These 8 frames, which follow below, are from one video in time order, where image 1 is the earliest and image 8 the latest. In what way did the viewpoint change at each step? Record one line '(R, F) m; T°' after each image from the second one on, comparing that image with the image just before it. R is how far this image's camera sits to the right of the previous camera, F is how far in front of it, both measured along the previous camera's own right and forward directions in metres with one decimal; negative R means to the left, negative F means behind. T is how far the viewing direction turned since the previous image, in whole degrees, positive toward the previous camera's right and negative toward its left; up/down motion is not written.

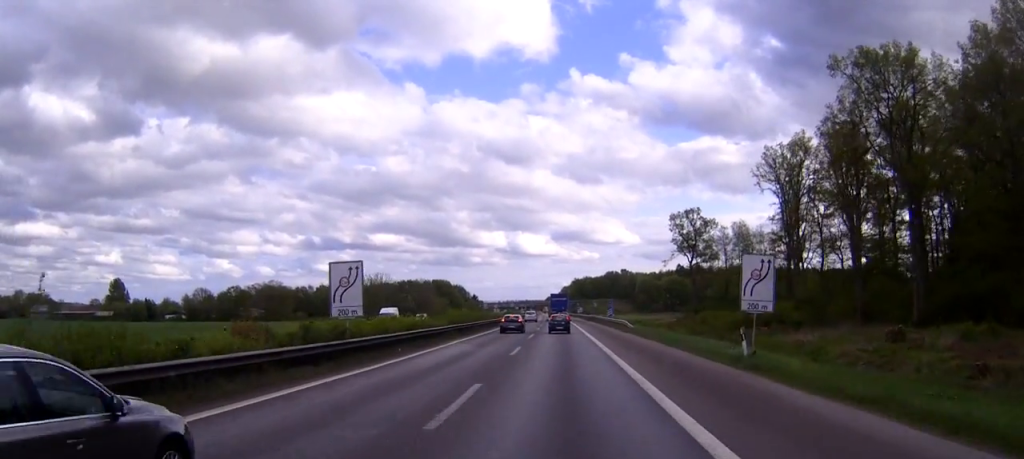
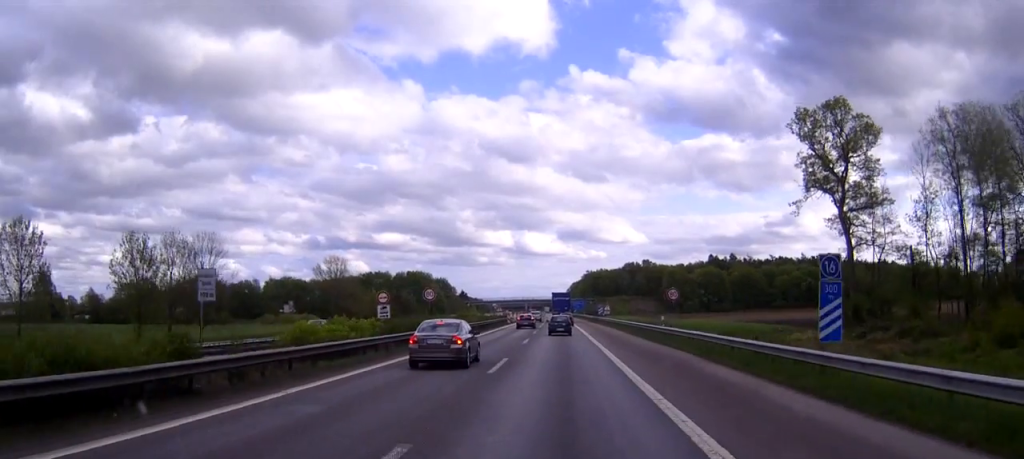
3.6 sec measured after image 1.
(-0.4, +80.0) m; -1°
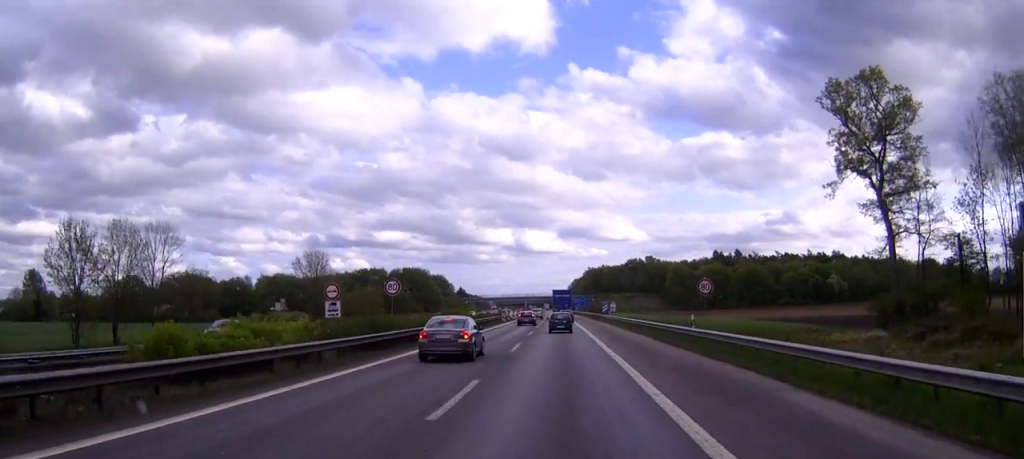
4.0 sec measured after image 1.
(0.0, +9.5) m; 0°
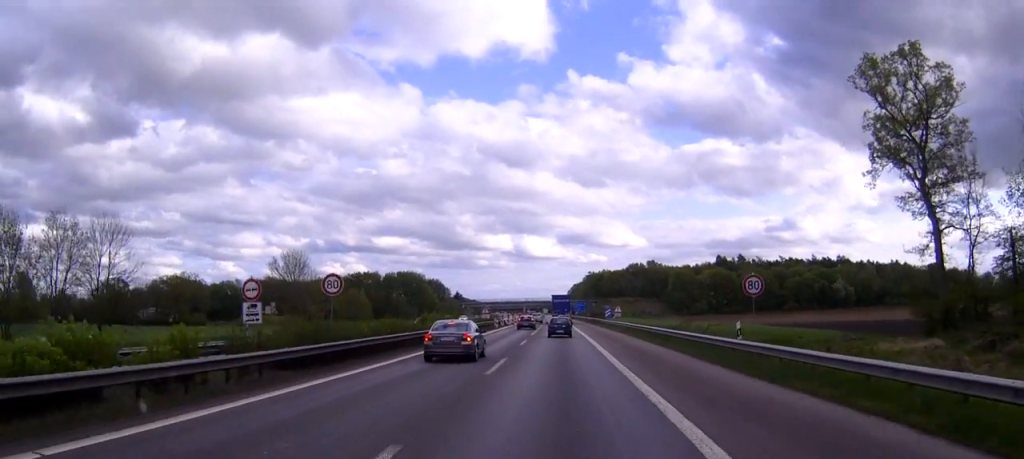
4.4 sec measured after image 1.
(0.0, +8.8) m; 0°
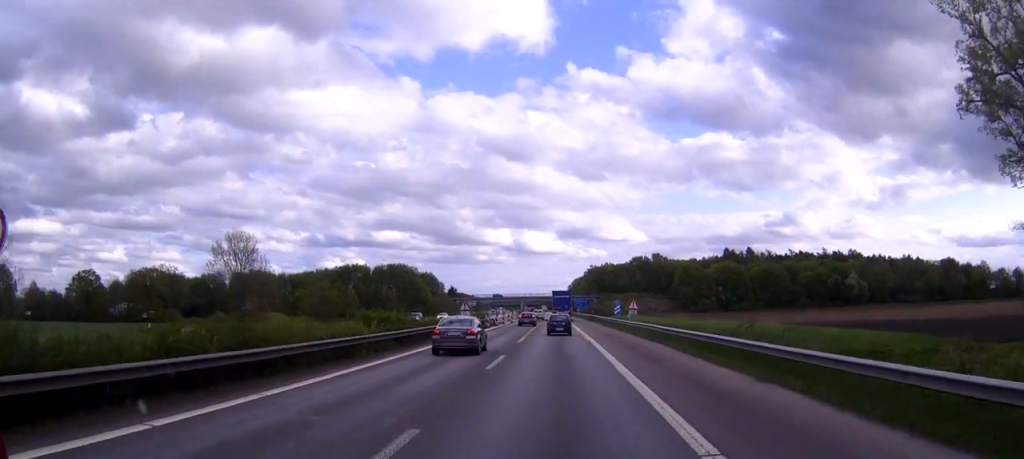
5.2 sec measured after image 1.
(0.0, +16.7) m; 0°
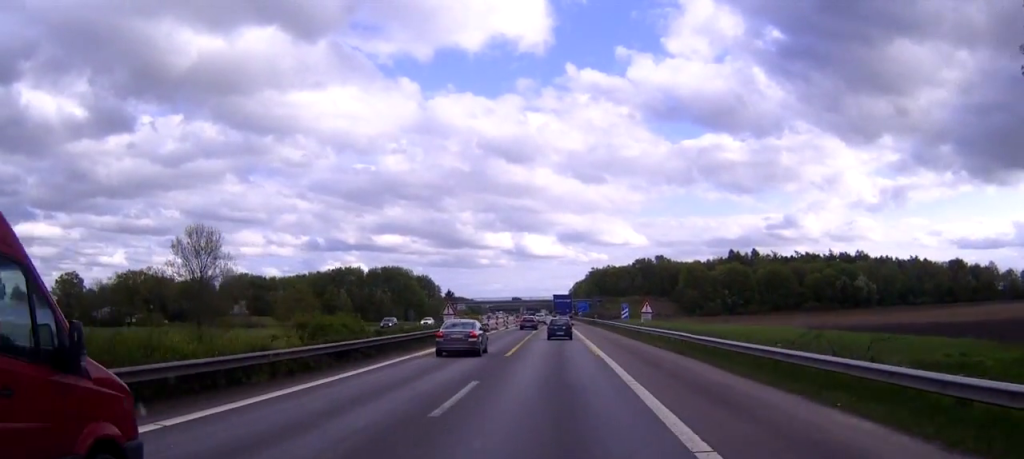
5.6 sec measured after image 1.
(0.0, +9.5) m; 0°
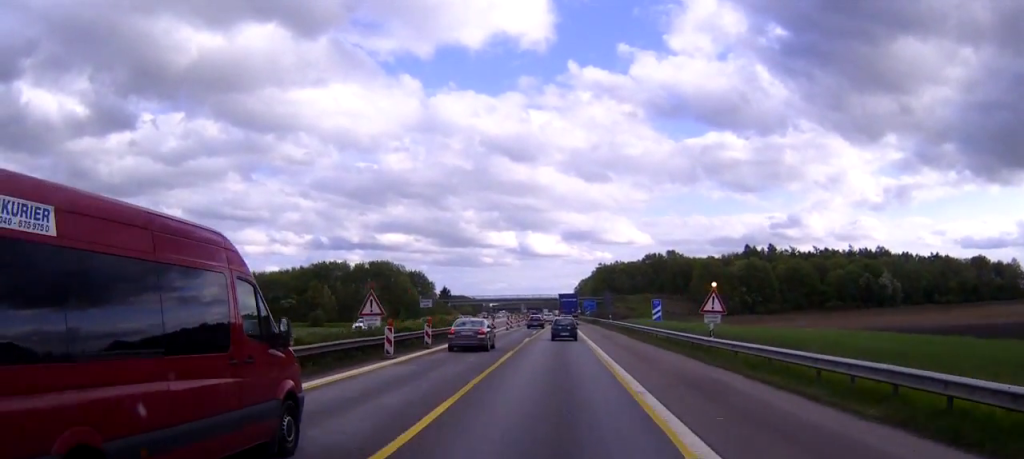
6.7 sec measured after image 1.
(0.0, +22.5) m; 0°
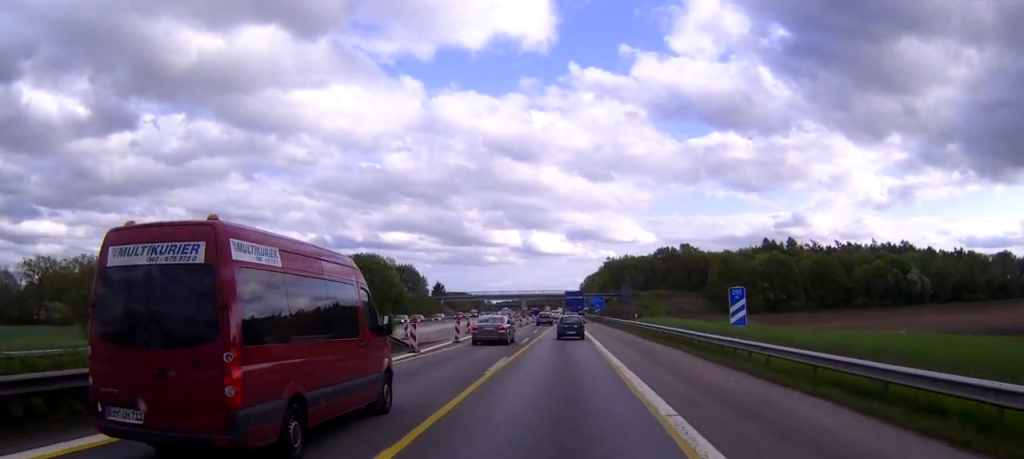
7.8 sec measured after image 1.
(-0.1, +23.7) m; 0°
